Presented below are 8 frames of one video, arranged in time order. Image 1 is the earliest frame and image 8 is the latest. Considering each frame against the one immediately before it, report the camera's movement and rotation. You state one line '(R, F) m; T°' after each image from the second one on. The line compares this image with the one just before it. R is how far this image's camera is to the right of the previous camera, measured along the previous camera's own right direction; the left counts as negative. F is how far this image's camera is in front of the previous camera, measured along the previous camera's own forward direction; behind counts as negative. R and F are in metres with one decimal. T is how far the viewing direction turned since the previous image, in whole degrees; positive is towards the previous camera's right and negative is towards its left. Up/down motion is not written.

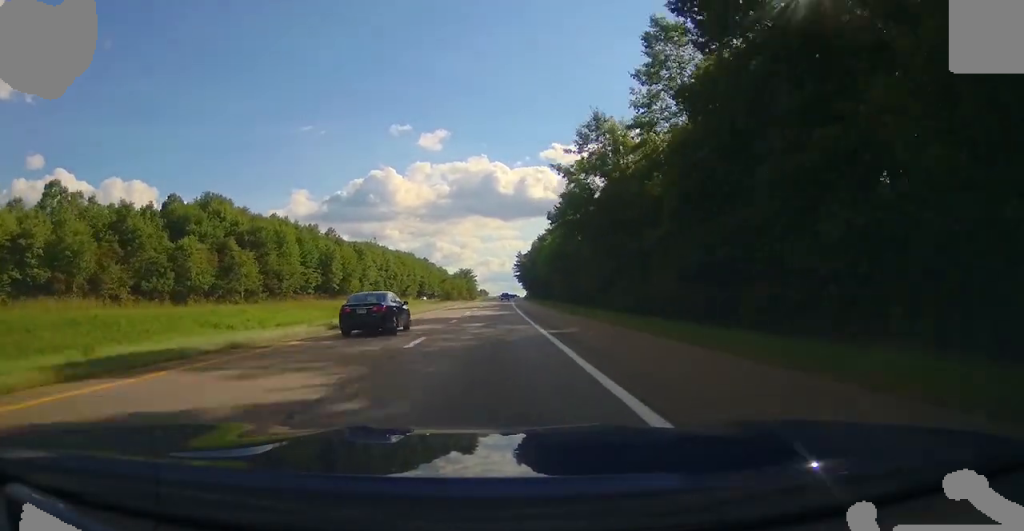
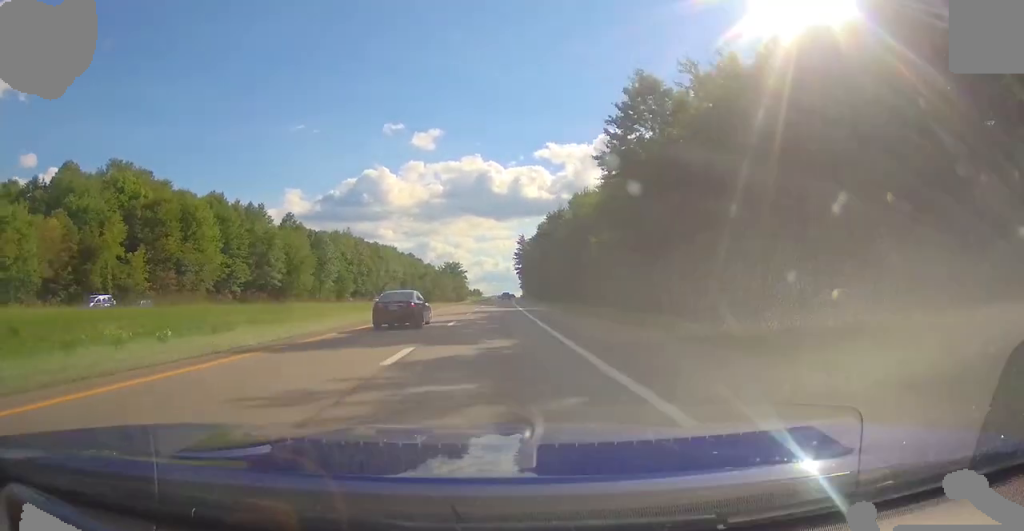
(+0.3, +39.8) m; +1°
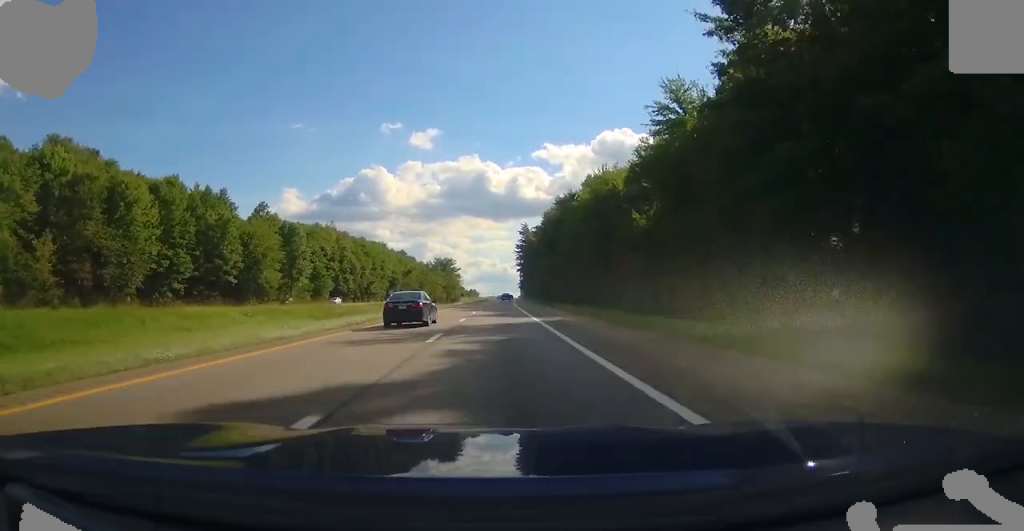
(+0.1, +20.1) m; +1°
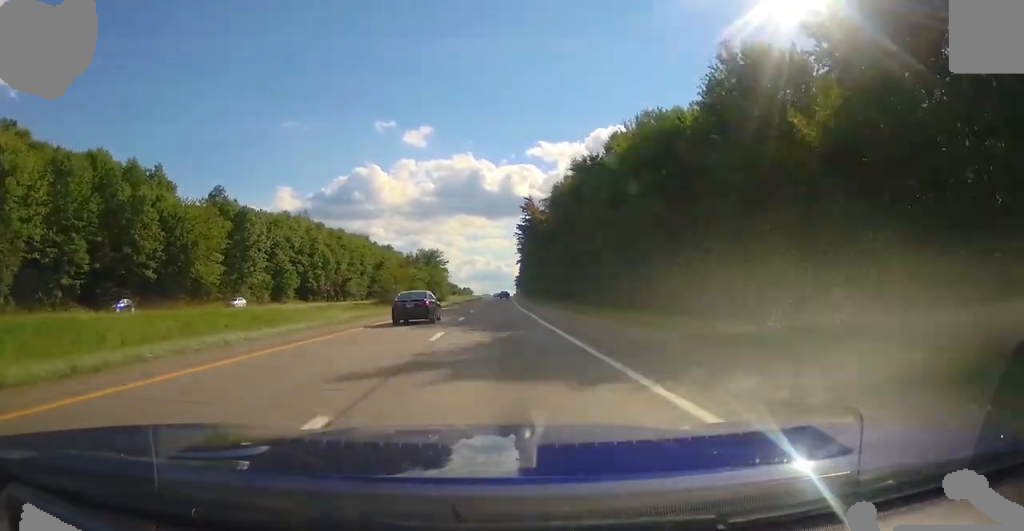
(+0.2, +24.6) m; +1°
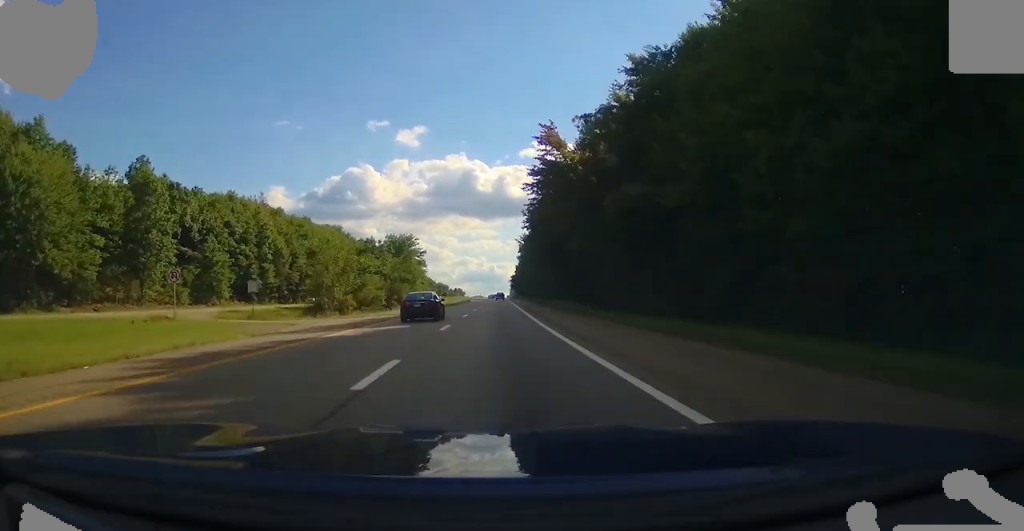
(+0.2, +32.2) m; 0°
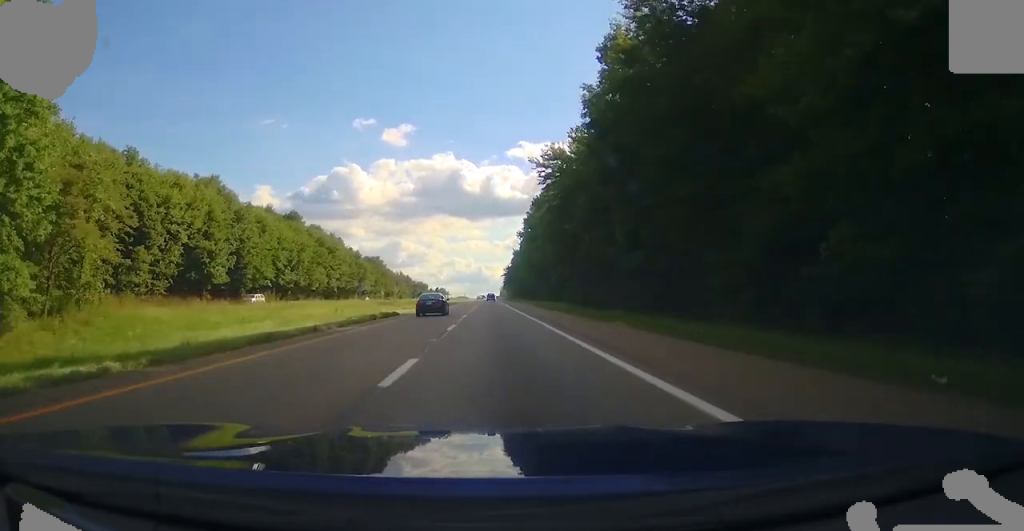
(+0.3, +86.9) m; +1°
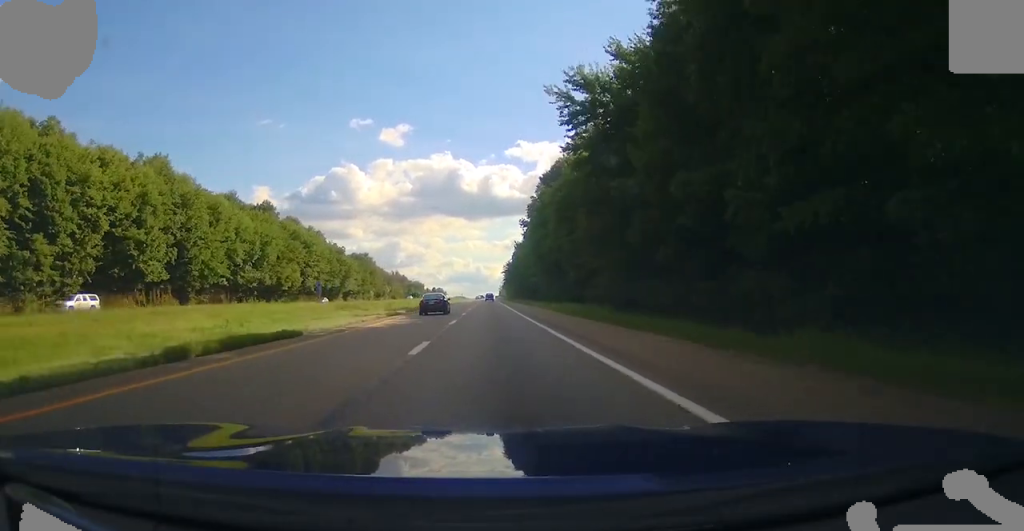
(+0.1, +20.5) m; 0°
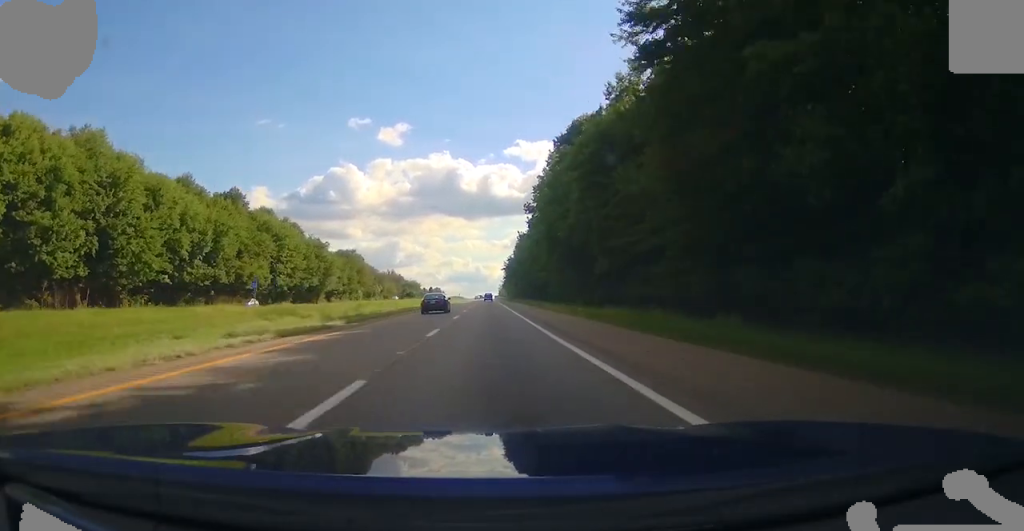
(0.0, +19.4) m; 0°
